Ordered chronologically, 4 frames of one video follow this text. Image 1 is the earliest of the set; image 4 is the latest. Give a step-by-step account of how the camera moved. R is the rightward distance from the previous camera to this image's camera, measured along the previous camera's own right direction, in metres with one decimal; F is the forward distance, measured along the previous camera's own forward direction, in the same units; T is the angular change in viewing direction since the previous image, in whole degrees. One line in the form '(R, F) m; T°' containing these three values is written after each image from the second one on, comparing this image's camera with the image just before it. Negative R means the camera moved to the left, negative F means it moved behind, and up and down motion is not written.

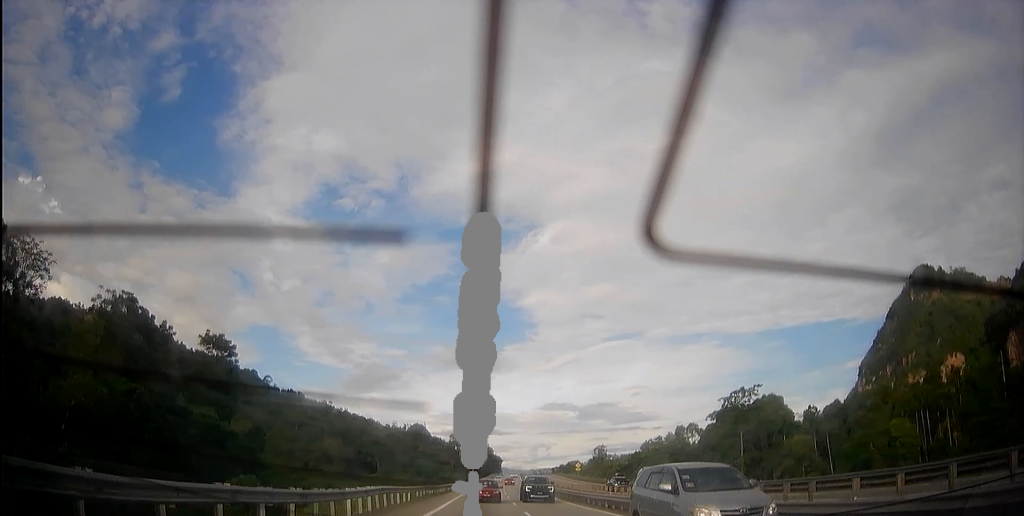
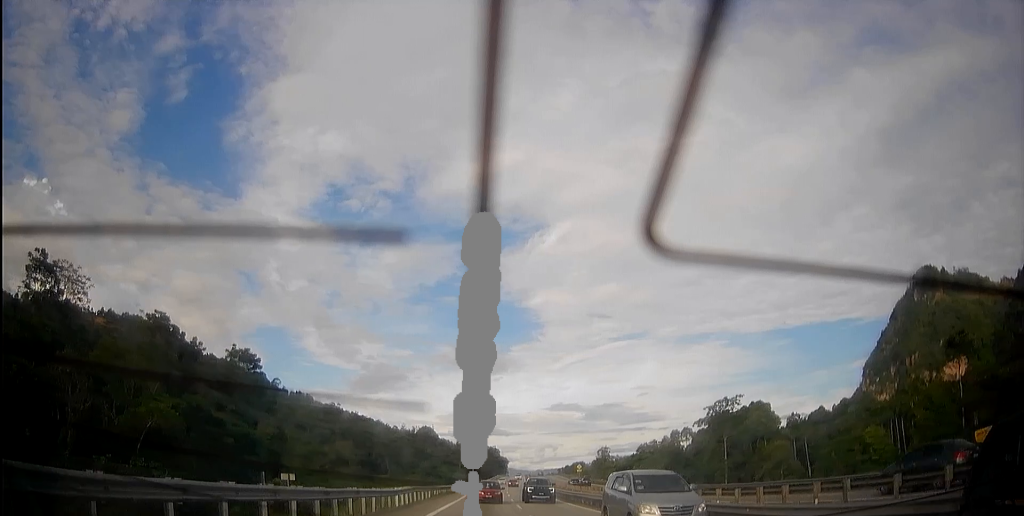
(+0.1, +10.3) m; +1°
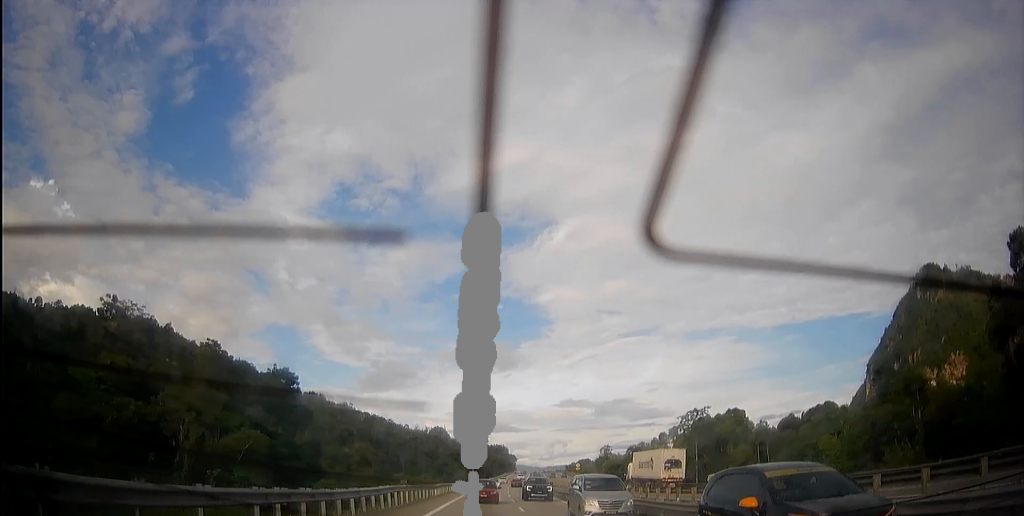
(+0.3, +19.9) m; +1°
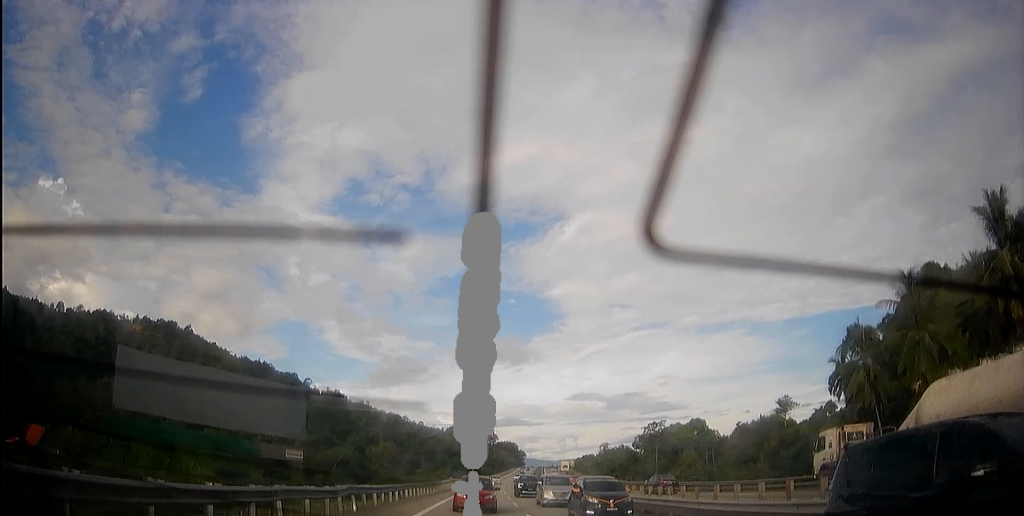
(-0.2, +38.6) m; +1°
